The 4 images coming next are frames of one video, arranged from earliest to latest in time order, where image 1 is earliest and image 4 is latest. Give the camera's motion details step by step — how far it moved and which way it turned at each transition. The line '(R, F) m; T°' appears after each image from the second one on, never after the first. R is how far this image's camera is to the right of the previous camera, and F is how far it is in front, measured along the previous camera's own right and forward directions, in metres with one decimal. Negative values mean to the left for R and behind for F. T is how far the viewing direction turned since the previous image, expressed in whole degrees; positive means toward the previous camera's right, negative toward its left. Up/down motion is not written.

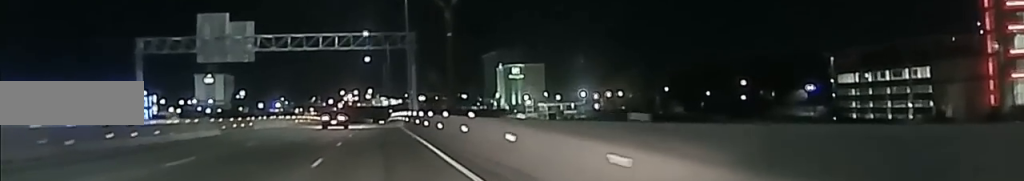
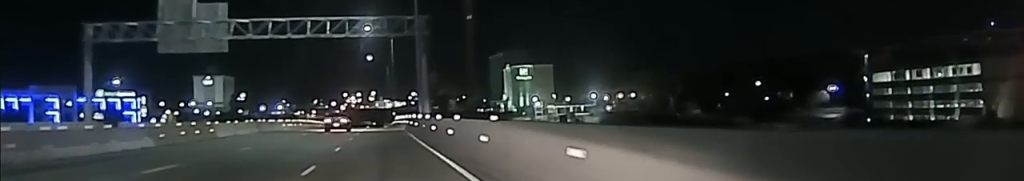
(-0.1, +15.8) m; 0°
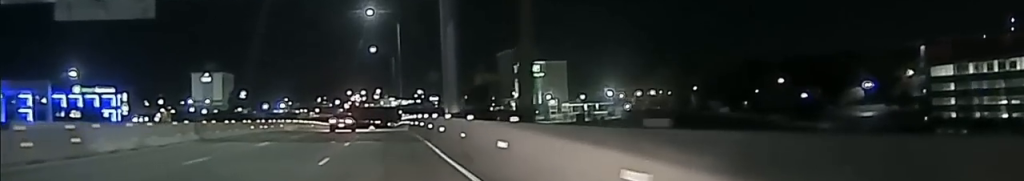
(+0.1, +22.0) m; 0°
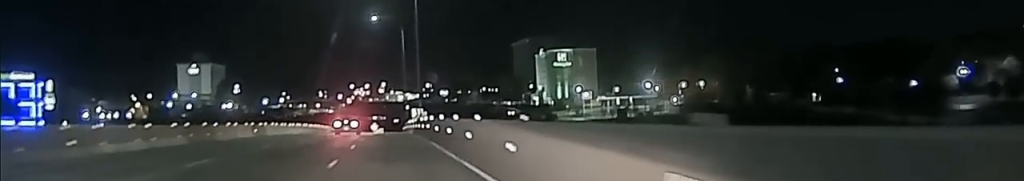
(-1.4, +50.7) m; -2°
